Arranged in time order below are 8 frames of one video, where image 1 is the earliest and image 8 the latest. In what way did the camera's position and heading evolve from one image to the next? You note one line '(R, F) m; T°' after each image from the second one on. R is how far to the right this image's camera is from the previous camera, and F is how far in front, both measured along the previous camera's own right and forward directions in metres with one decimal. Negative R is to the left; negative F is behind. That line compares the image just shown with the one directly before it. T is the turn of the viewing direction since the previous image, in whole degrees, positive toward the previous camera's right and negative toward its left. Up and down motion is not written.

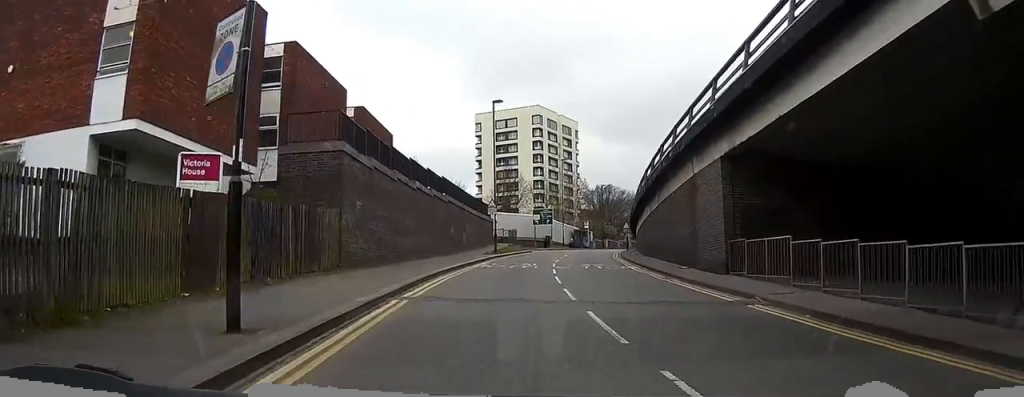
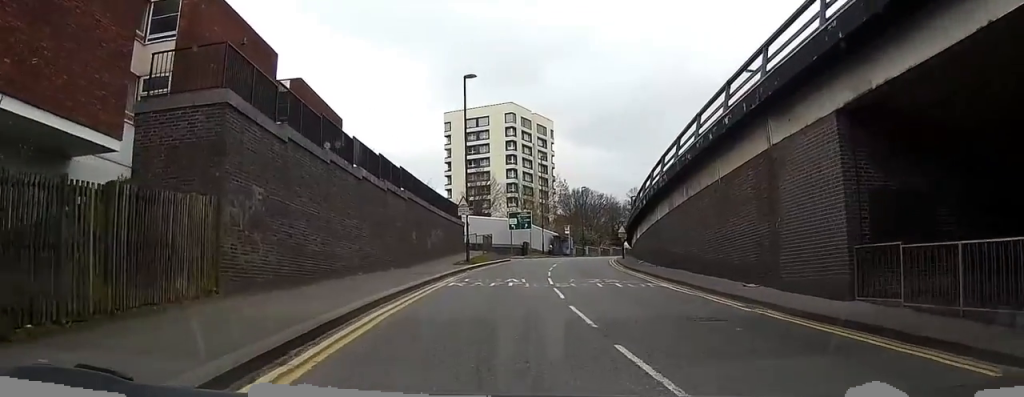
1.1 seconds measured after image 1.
(+0.6, +9.4) m; +7°
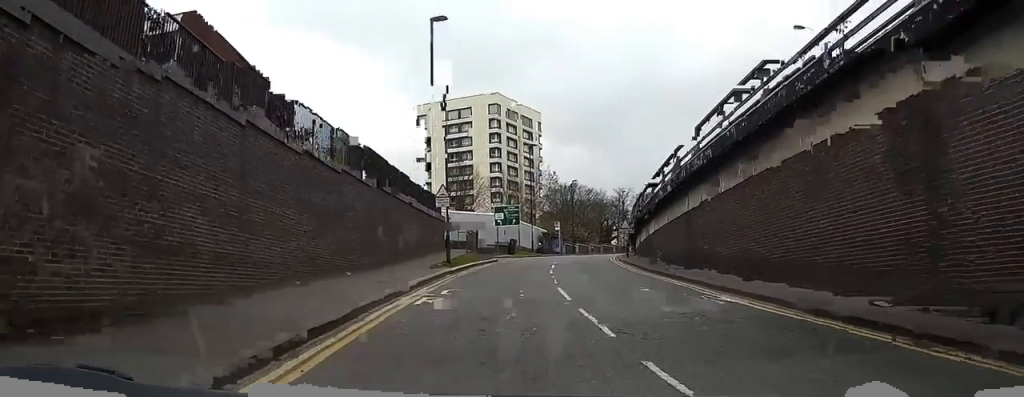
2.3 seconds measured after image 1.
(+0.7, +11.5) m; +4°
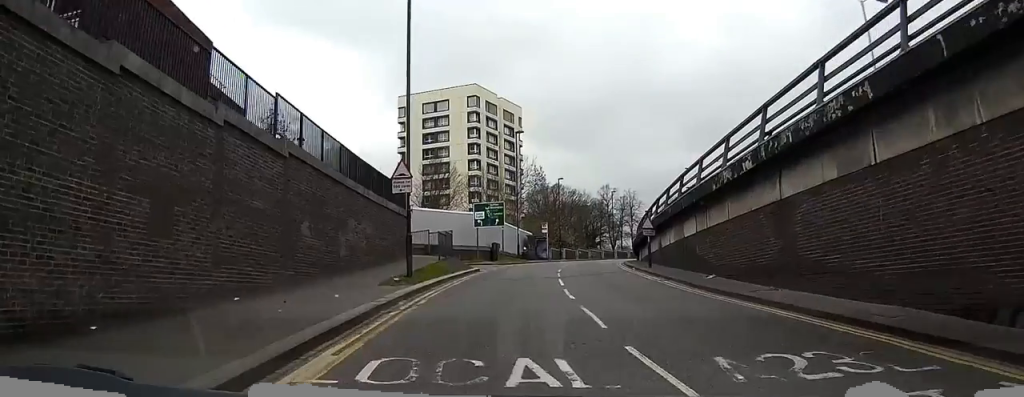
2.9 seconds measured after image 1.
(0.0, +5.6) m; 0°
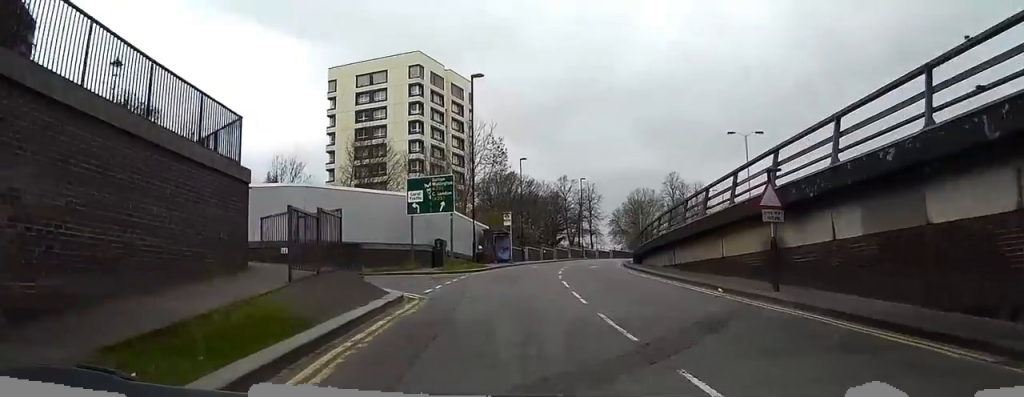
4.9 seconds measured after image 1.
(+0.7, +19.5) m; +3°
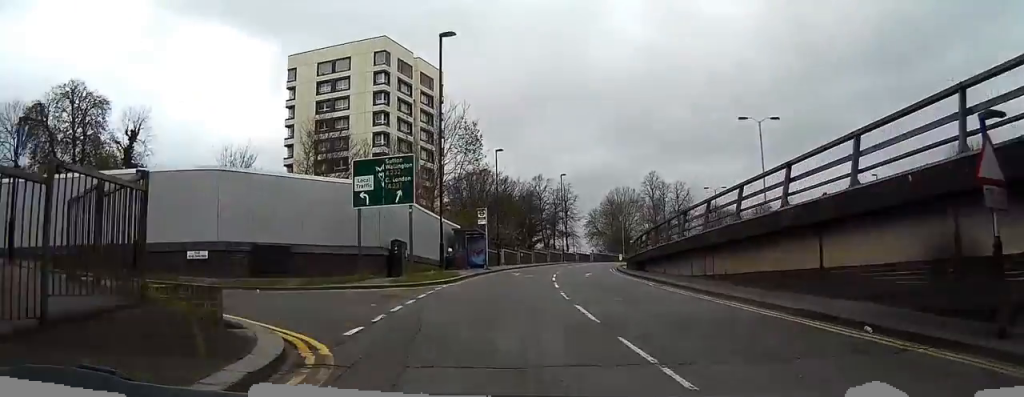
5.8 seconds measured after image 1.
(0.0, +8.9) m; +2°
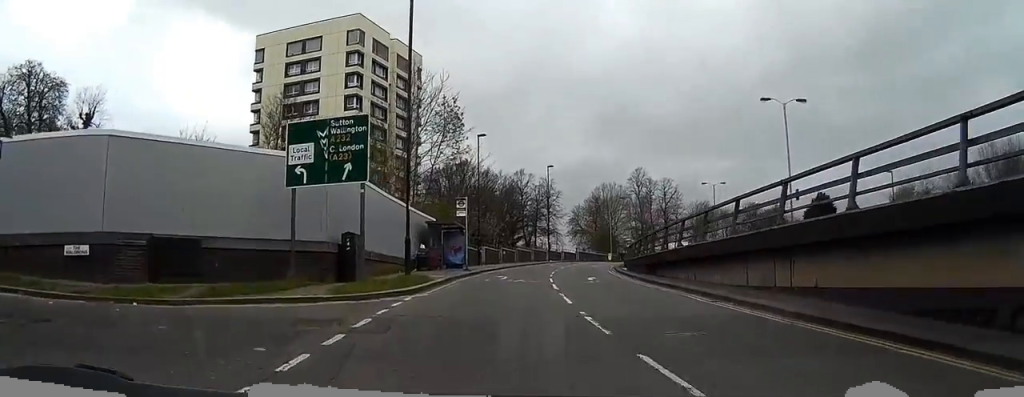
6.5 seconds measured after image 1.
(+0.2, +7.7) m; +3°
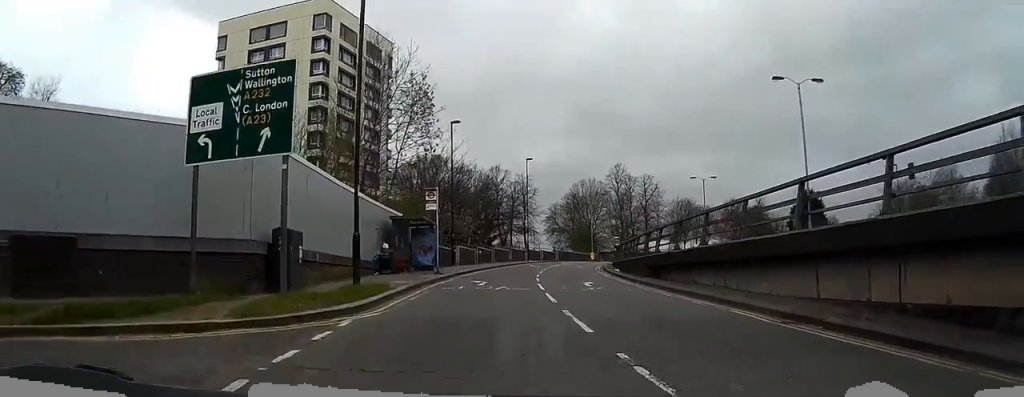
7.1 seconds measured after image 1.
(+0.1, +5.9) m; +2°
